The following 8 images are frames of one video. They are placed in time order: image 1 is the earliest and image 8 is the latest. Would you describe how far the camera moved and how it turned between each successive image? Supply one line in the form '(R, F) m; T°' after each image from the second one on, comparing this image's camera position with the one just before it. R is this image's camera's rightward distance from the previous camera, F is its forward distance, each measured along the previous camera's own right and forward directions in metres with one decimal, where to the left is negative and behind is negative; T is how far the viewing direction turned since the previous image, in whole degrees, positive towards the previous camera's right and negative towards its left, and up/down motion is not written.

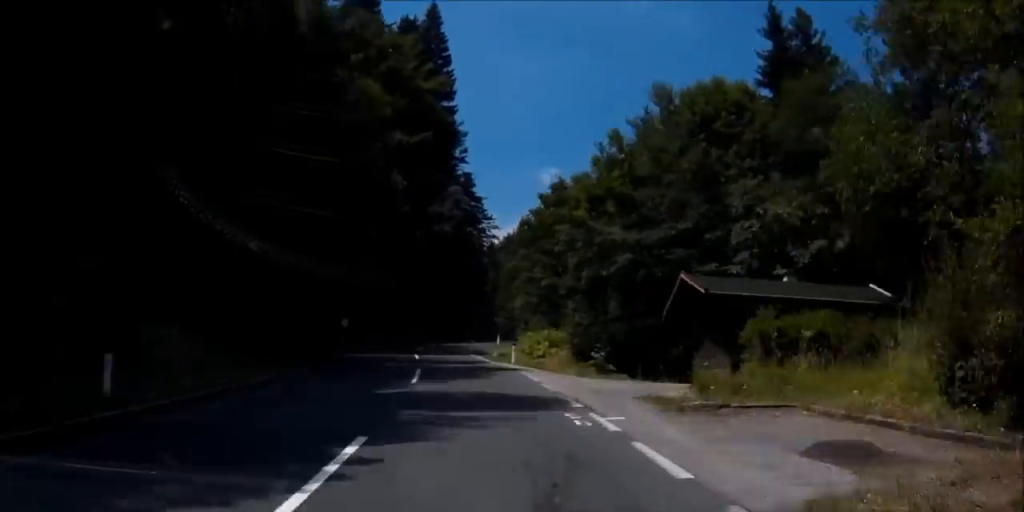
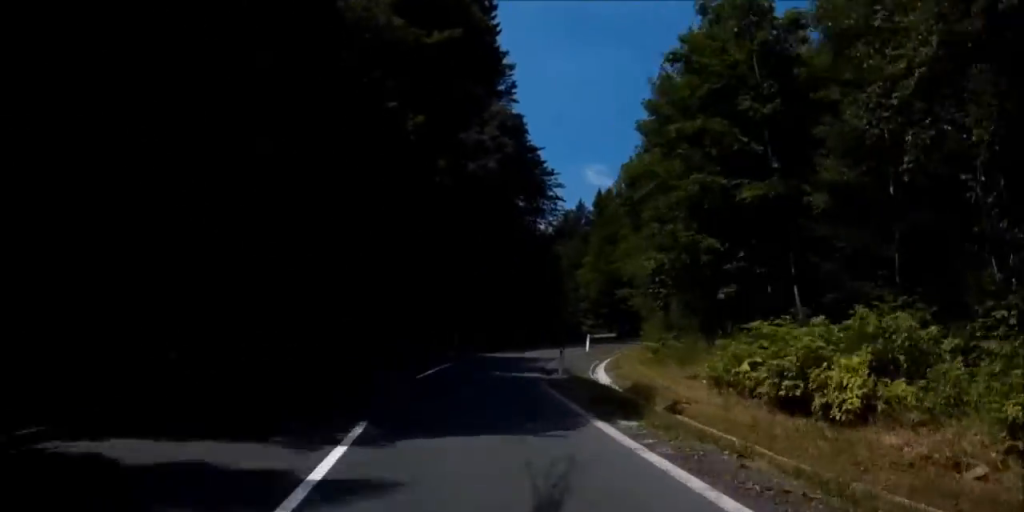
(-1.3, +26.6) m; +1°
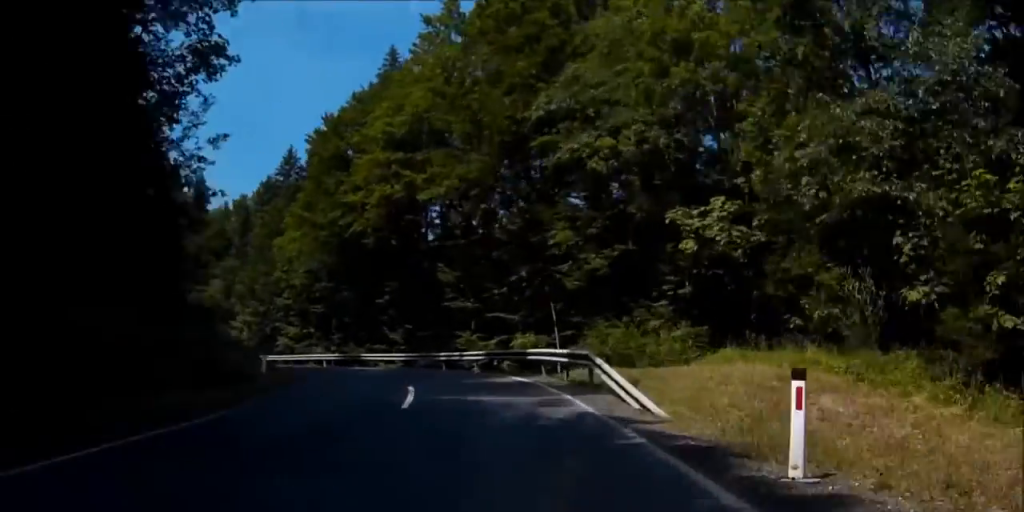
(+7.2, +49.4) m; +9°
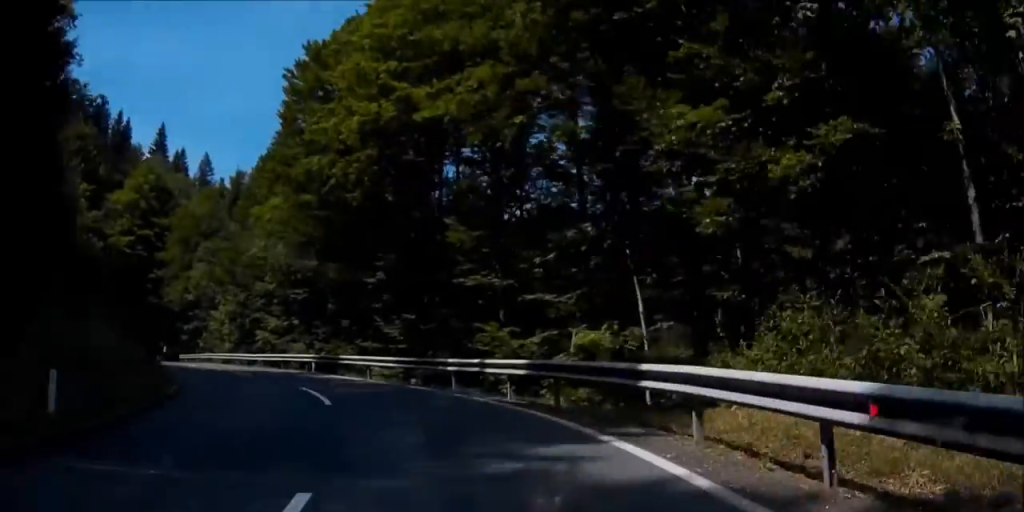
(+0.9, +12.8) m; -5°
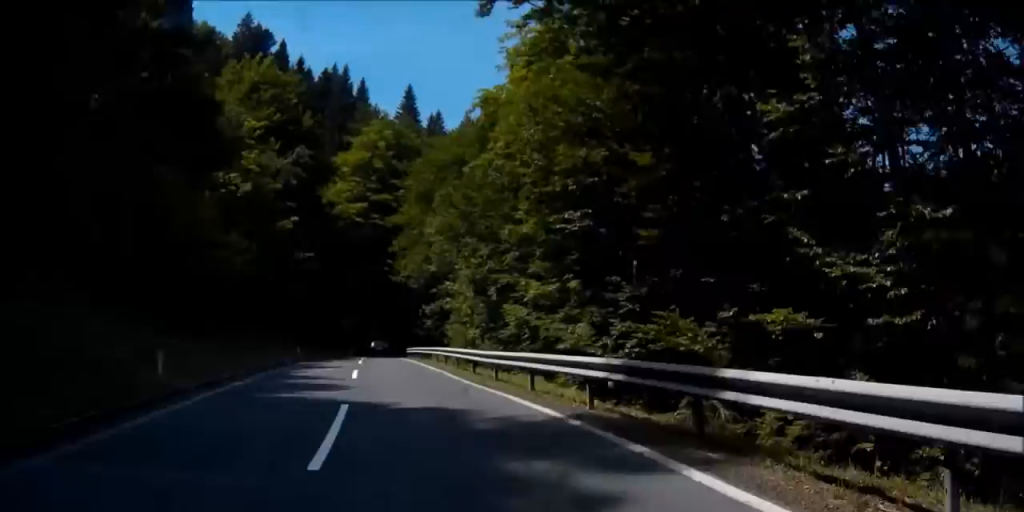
(-4.1, +22.8) m; -15°
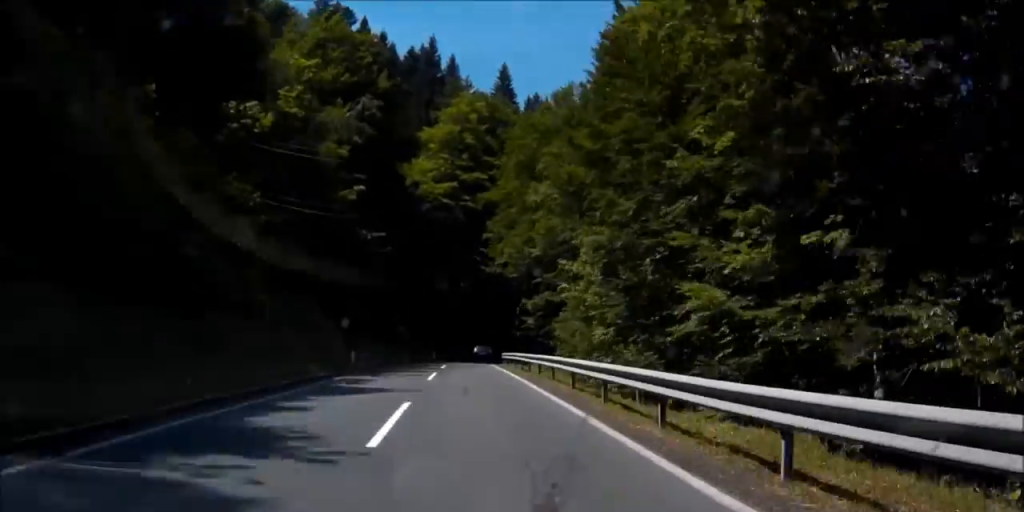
(-1.1, +12.7) m; -2°
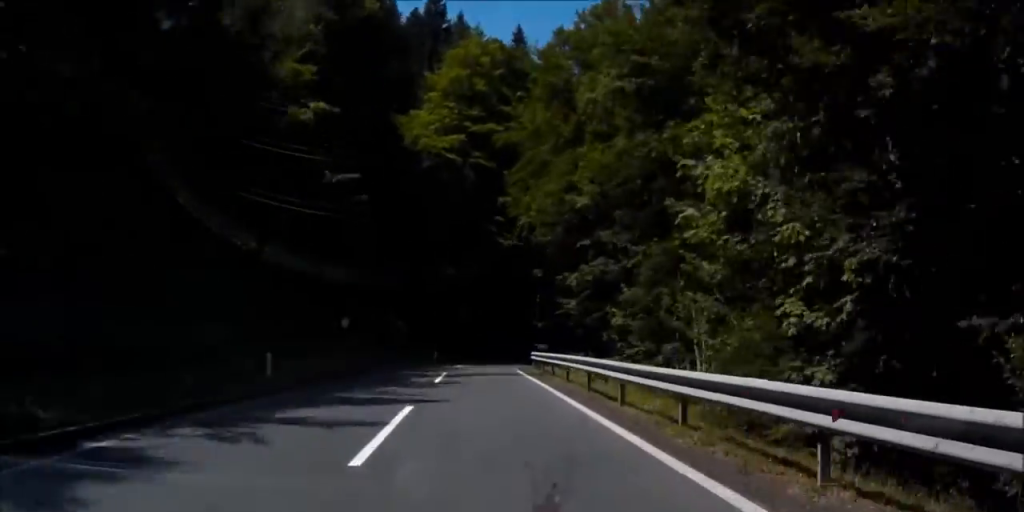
(-0.5, +15.1) m; 0°
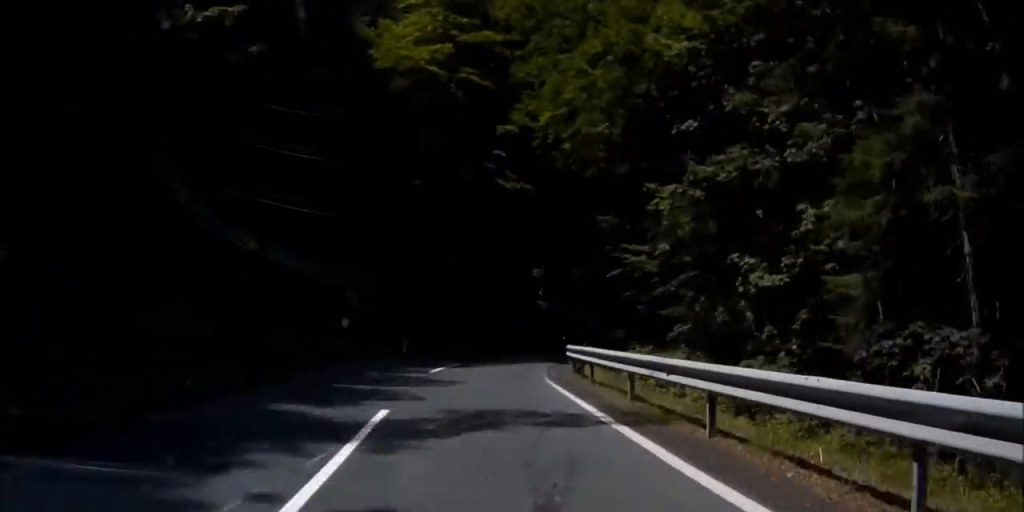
(-0.2, +14.9) m; +5°
